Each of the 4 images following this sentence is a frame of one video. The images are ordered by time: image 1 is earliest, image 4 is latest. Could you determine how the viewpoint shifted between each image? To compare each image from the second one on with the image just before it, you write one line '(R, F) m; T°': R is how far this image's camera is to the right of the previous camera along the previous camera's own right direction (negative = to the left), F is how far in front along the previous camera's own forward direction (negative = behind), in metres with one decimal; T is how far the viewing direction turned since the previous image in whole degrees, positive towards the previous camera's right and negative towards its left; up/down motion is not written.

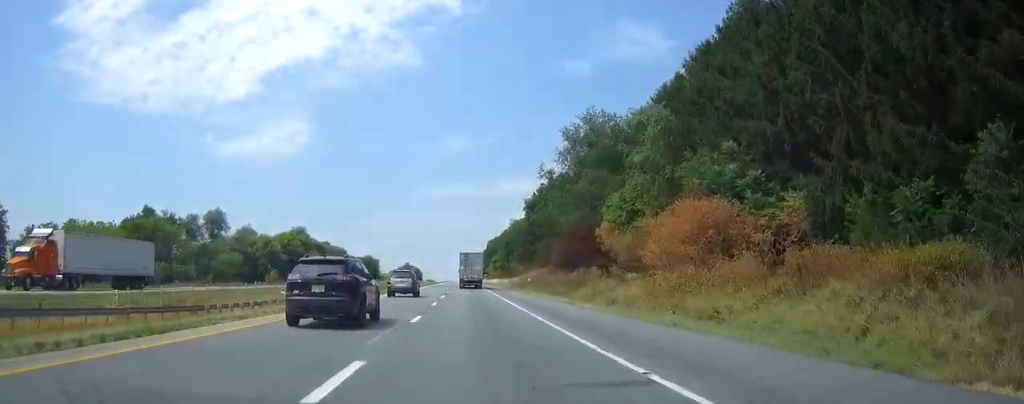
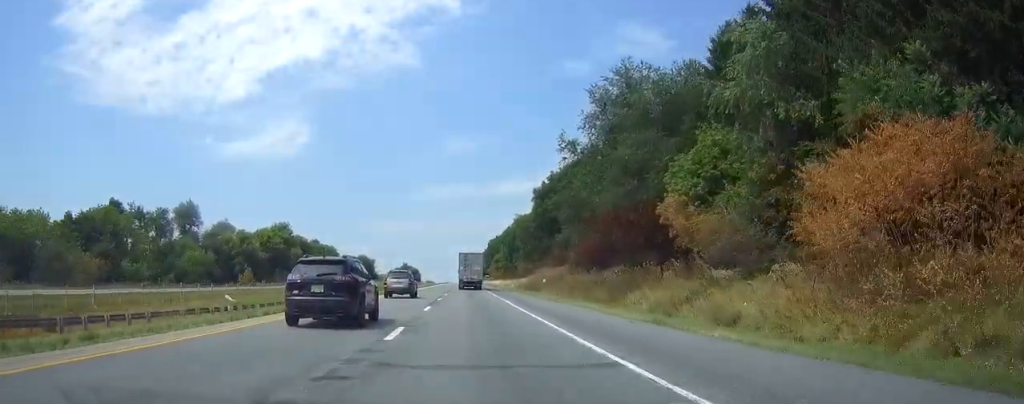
(+0.1, +17.0) m; 0°
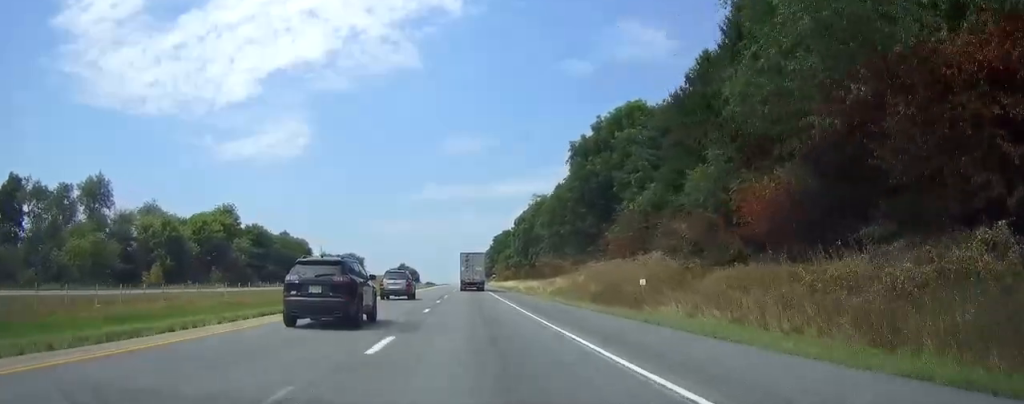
(-0.1, +39.2) m; 0°
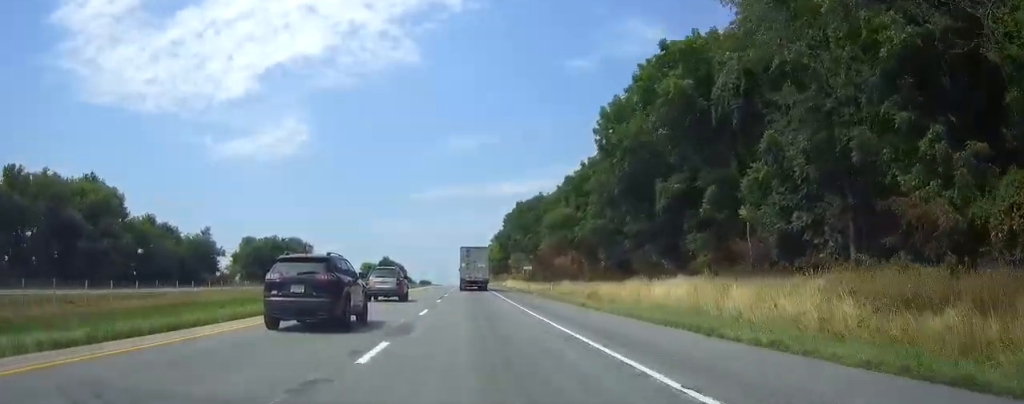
(-0.2, +97.3) m; 0°
